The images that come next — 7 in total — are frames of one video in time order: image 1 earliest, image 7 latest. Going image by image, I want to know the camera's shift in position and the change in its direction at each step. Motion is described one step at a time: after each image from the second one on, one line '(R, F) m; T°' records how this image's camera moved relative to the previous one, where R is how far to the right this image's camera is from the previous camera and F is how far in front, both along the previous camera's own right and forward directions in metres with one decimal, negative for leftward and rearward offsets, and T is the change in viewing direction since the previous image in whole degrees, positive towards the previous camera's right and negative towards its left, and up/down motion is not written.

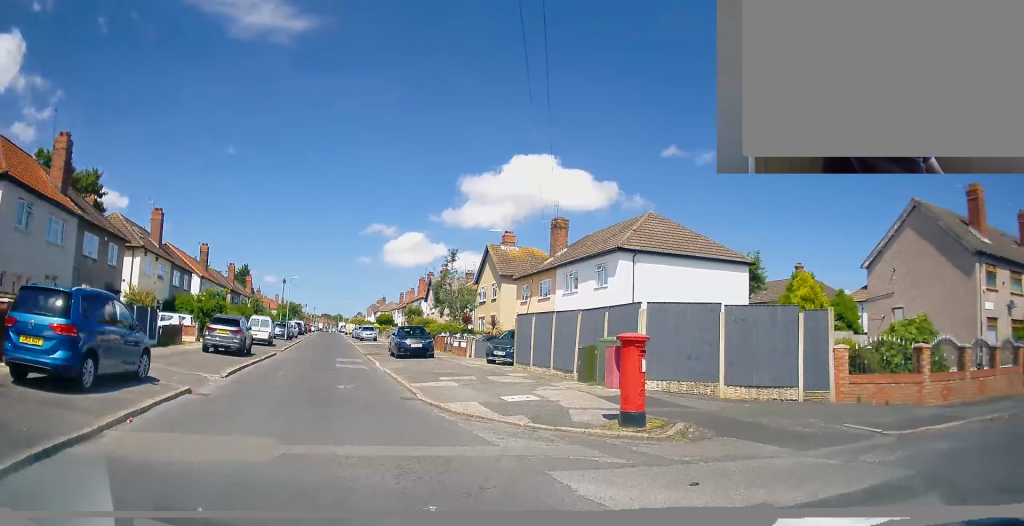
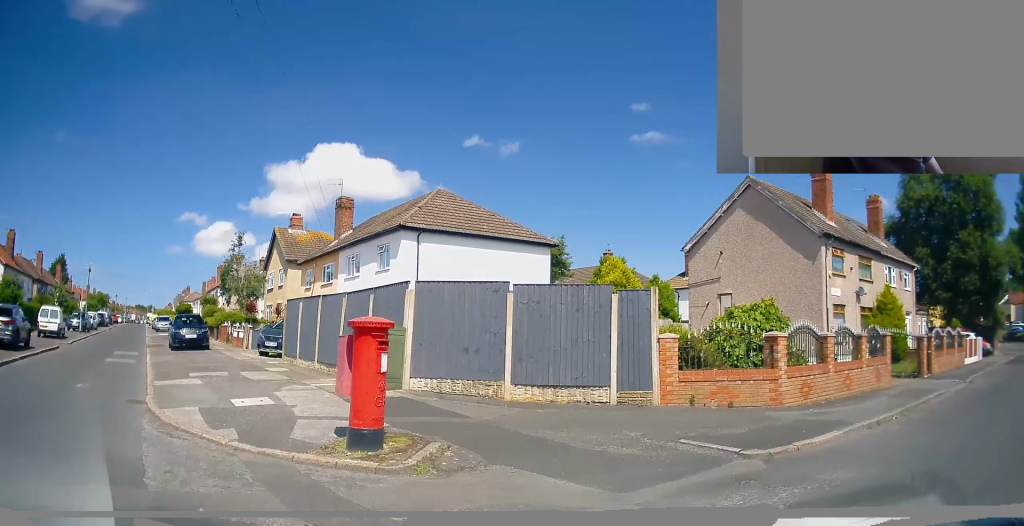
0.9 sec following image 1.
(+0.6, +3.1) m; +18°
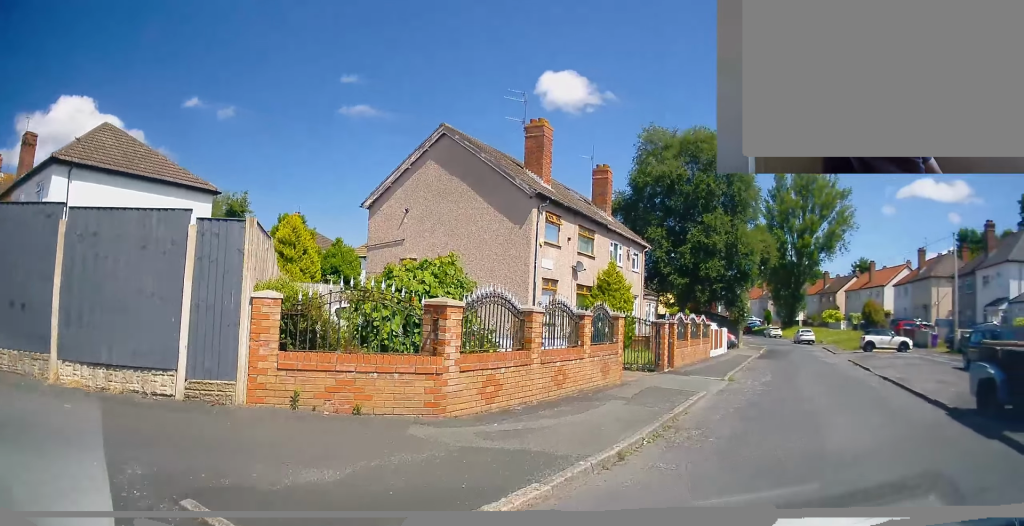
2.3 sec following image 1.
(+0.9, +4.4) m; +26°
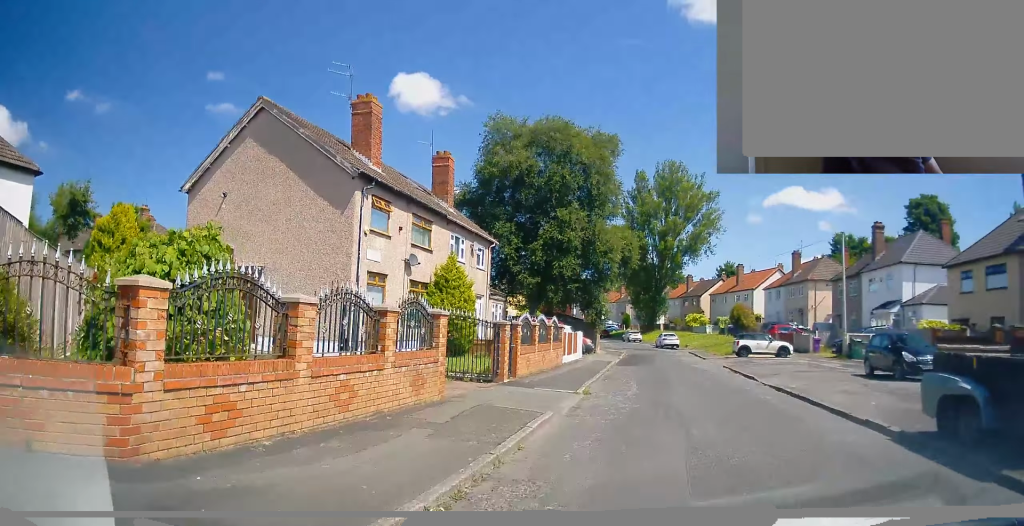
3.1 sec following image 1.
(+0.5, +2.7) m; +14°
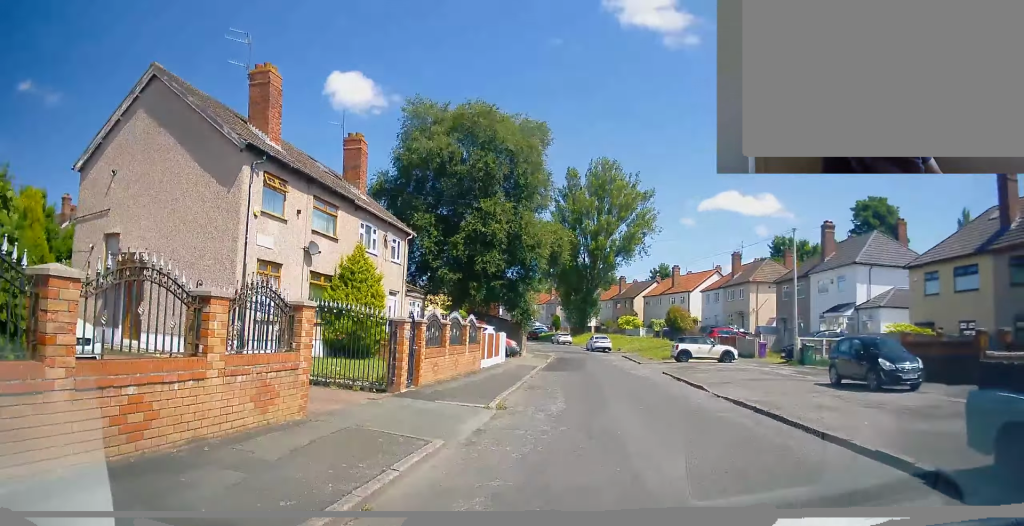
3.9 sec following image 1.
(+0.2, +2.5) m; +9°
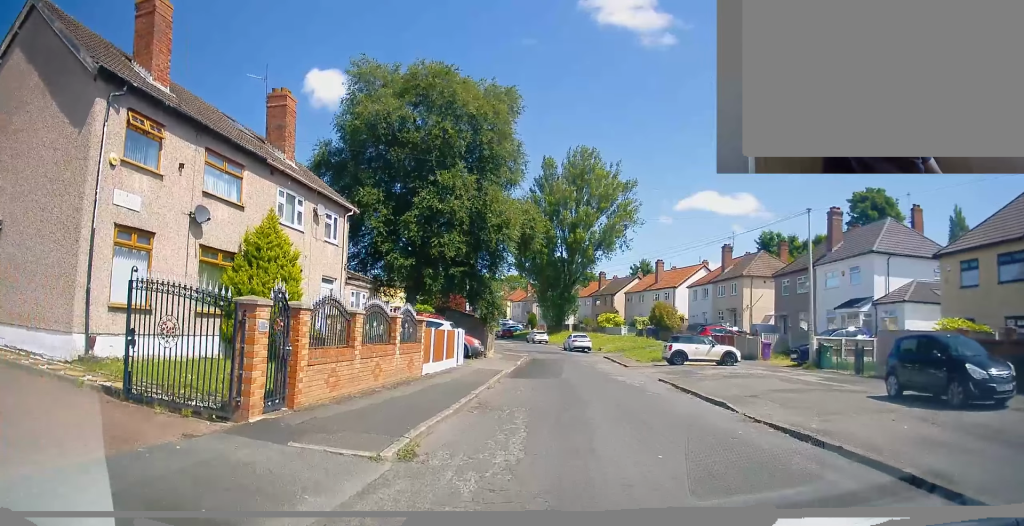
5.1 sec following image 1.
(+0.5, +4.6) m; +7°
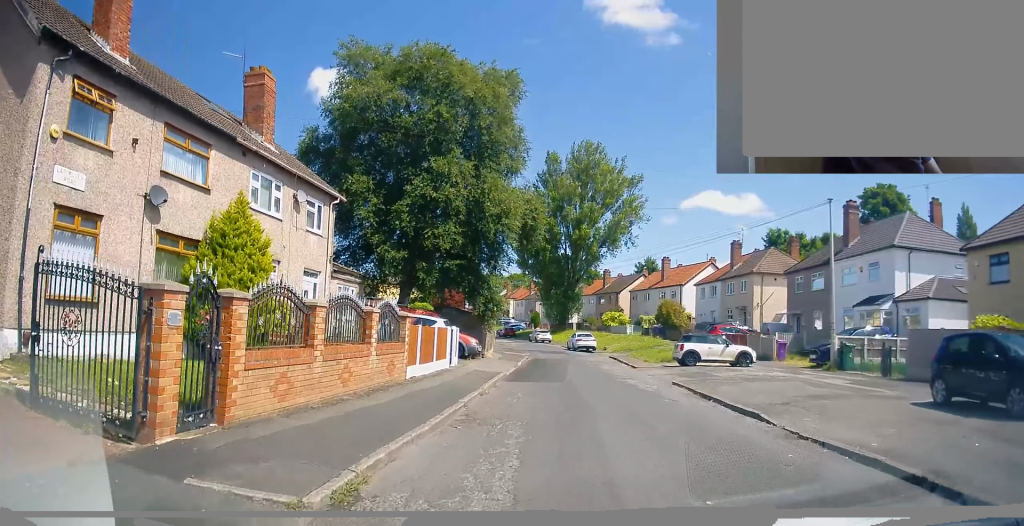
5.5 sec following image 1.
(+0.1, +1.8) m; +1°
